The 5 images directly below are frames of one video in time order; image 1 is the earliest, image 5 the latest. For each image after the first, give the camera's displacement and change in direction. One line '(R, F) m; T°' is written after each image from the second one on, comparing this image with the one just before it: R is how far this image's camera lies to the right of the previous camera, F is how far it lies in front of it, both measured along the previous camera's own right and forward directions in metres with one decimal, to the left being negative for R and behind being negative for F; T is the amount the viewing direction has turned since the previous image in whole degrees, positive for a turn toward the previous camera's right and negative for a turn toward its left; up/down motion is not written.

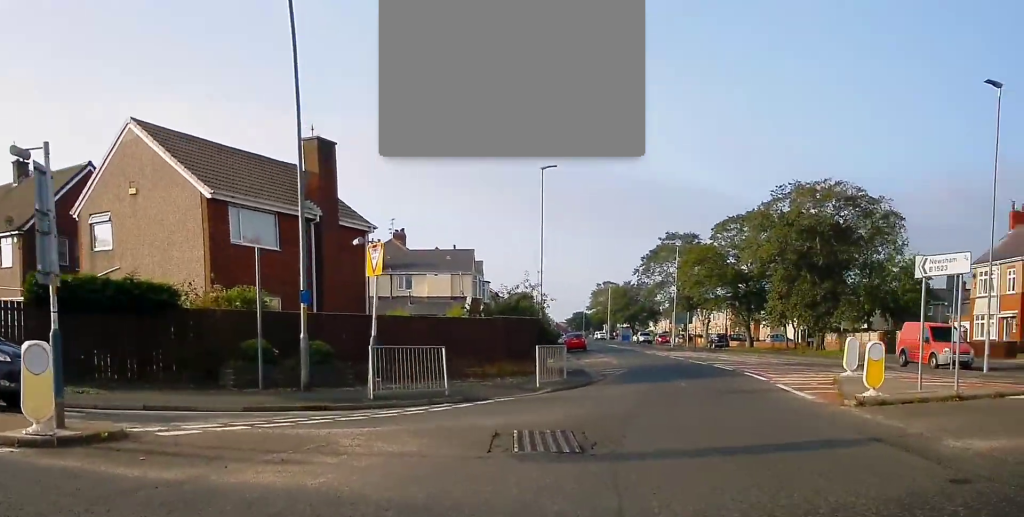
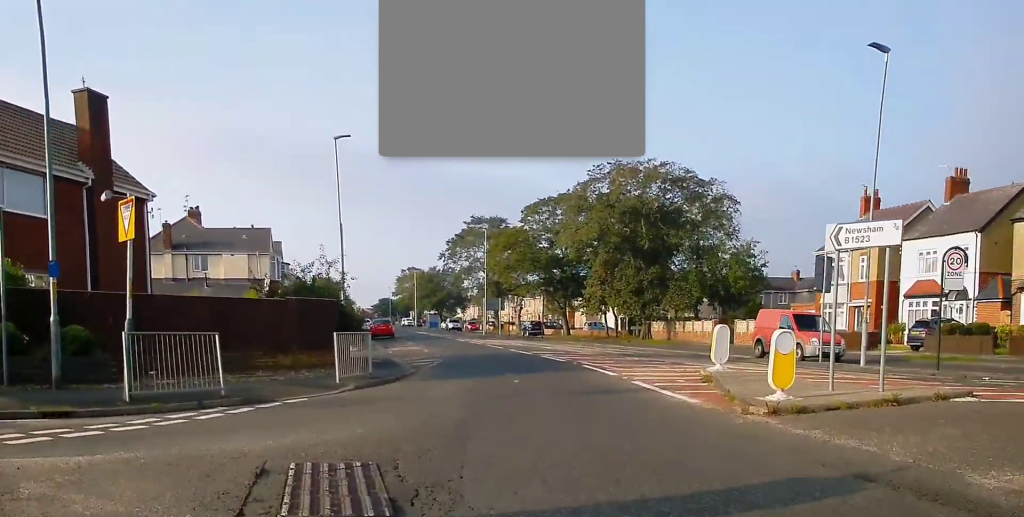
(+0.5, +3.6) m; +13°
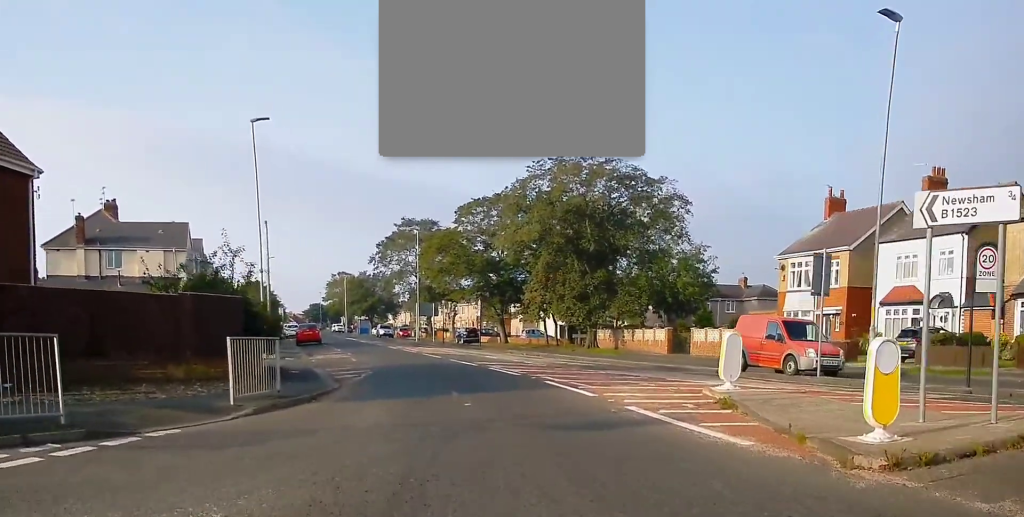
(+0.4, +3.9) m; +6°
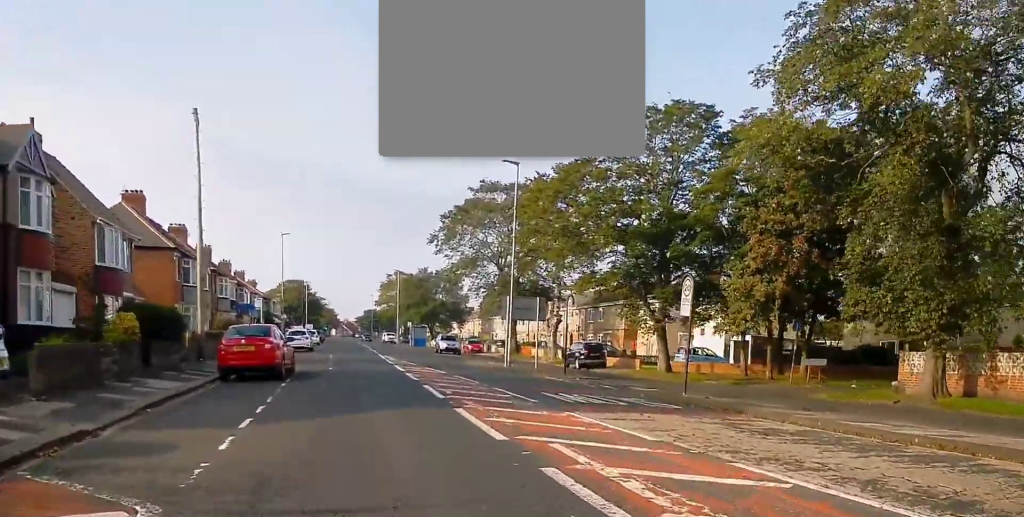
(-0.1, +32.4) m; -4°
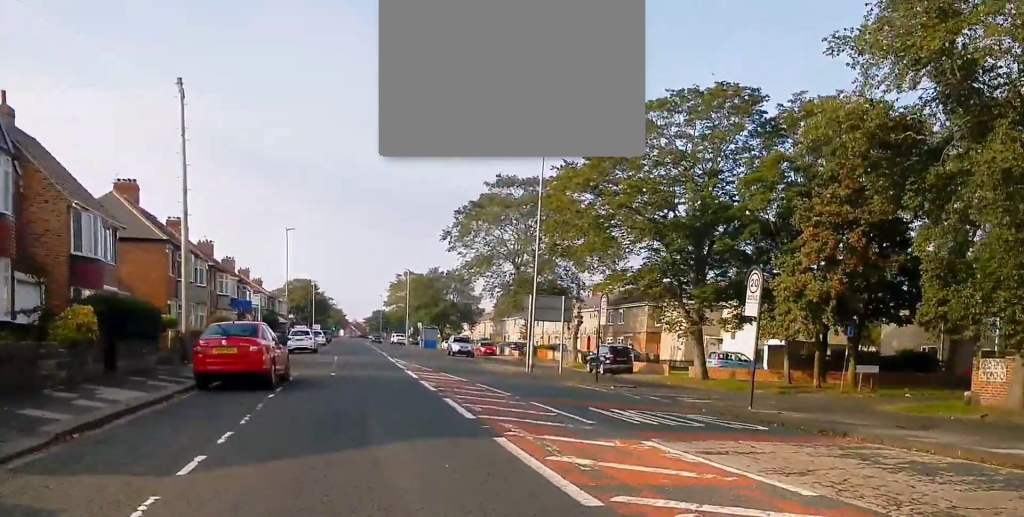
(-0.1, +3.5) m; -1°
